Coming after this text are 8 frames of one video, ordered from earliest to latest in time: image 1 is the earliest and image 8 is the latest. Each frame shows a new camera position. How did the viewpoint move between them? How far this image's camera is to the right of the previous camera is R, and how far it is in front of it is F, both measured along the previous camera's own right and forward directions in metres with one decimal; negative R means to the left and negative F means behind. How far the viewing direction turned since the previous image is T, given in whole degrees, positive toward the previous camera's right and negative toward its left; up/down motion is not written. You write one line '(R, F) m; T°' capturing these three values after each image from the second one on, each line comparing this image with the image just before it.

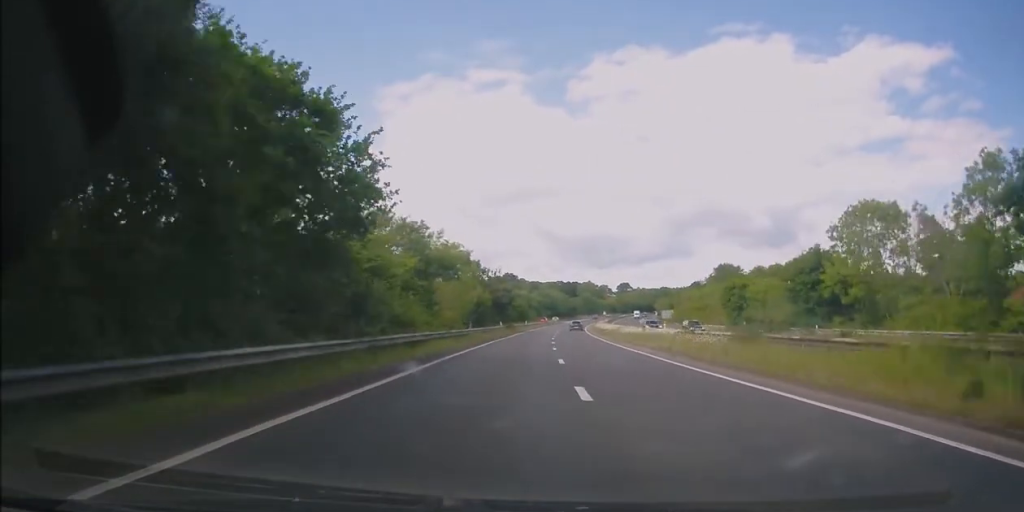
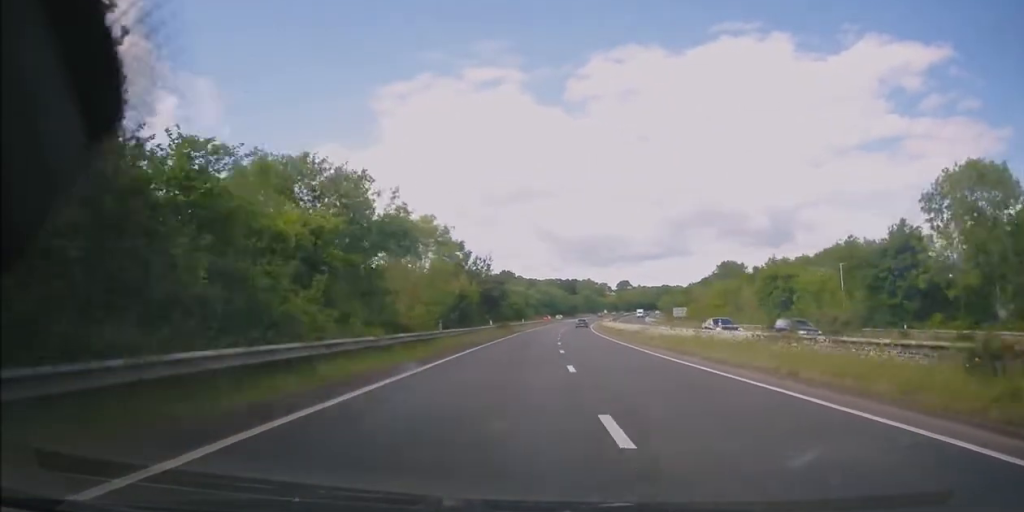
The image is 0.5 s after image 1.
(+0.1, +13.0) m; 0°
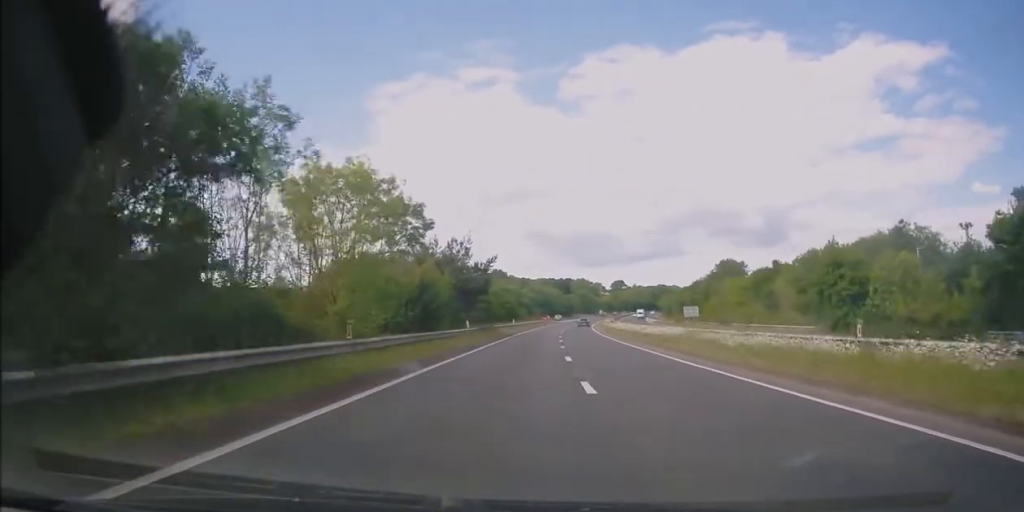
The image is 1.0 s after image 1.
(+0.1, +13.7) m; 0°
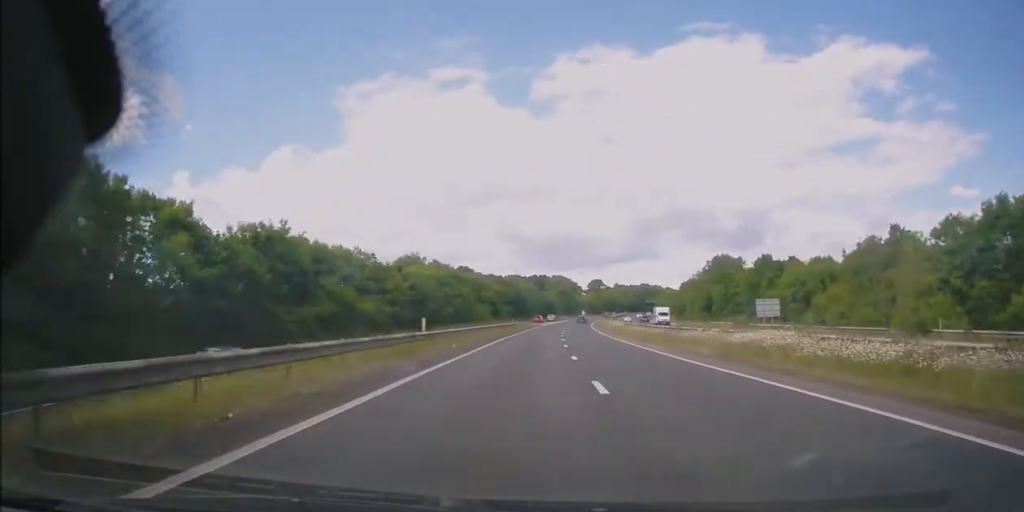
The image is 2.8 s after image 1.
(+0.7, +46.0) m; +2°
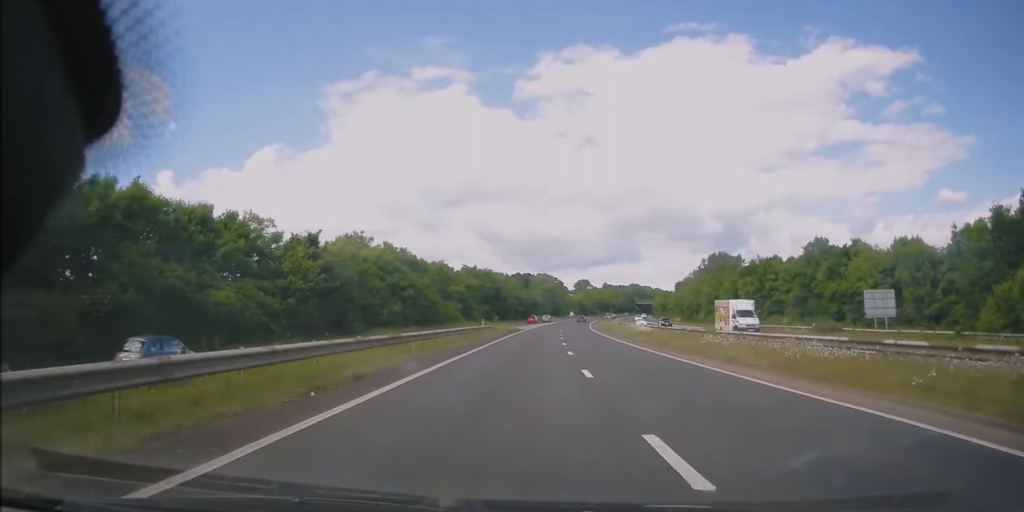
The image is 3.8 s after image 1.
(+0.4, +24.1) m; +2°
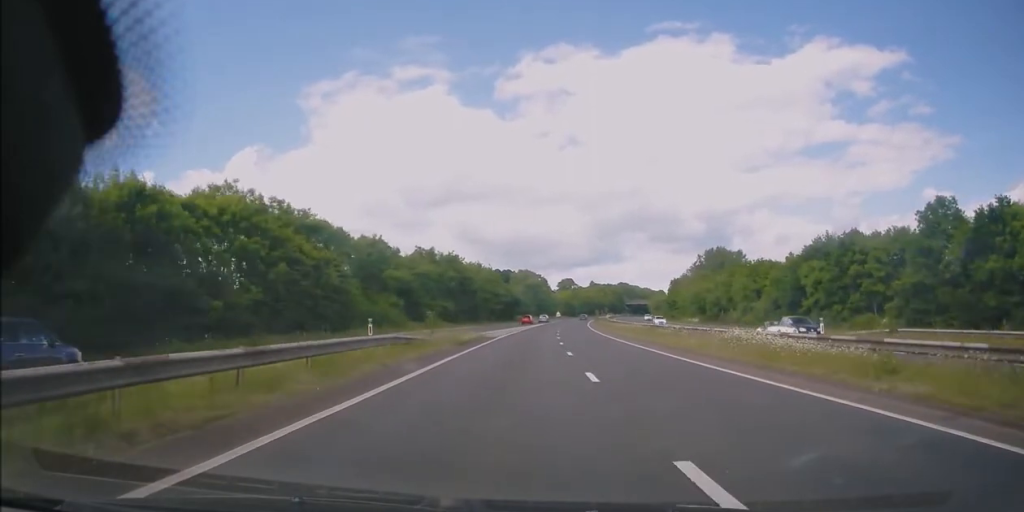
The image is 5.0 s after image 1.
(+0.5, +29.1) m; +2°
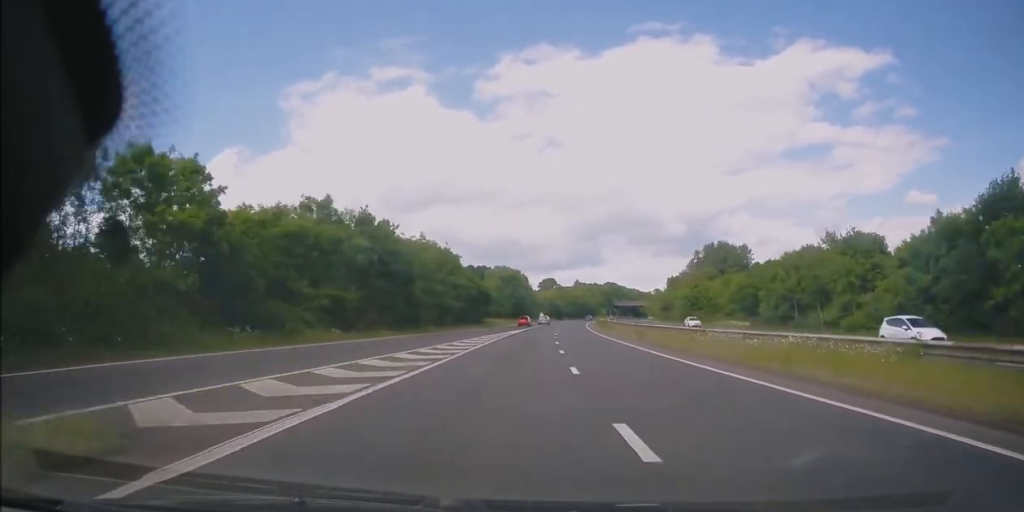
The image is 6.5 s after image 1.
(+0.6, +34.6) m; +2°
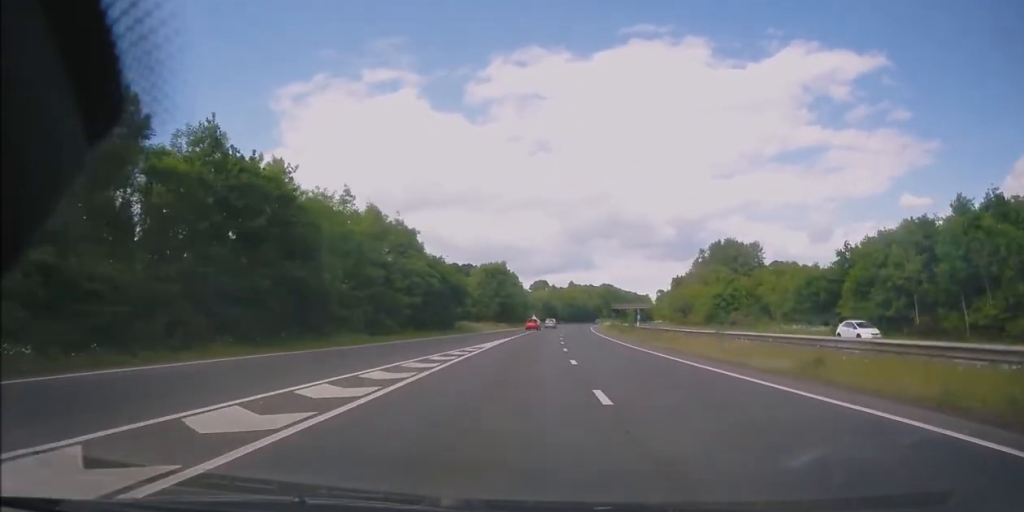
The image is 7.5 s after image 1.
(+0.2, +23.2) m; +1°
